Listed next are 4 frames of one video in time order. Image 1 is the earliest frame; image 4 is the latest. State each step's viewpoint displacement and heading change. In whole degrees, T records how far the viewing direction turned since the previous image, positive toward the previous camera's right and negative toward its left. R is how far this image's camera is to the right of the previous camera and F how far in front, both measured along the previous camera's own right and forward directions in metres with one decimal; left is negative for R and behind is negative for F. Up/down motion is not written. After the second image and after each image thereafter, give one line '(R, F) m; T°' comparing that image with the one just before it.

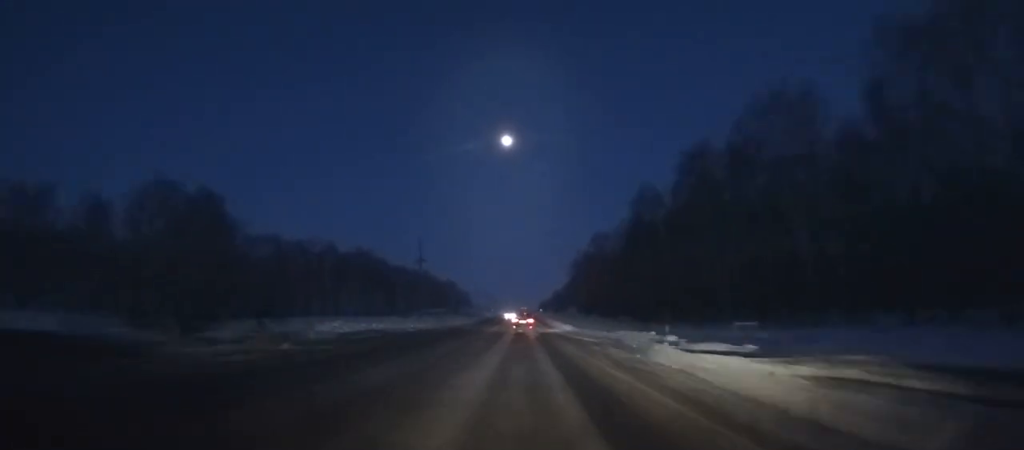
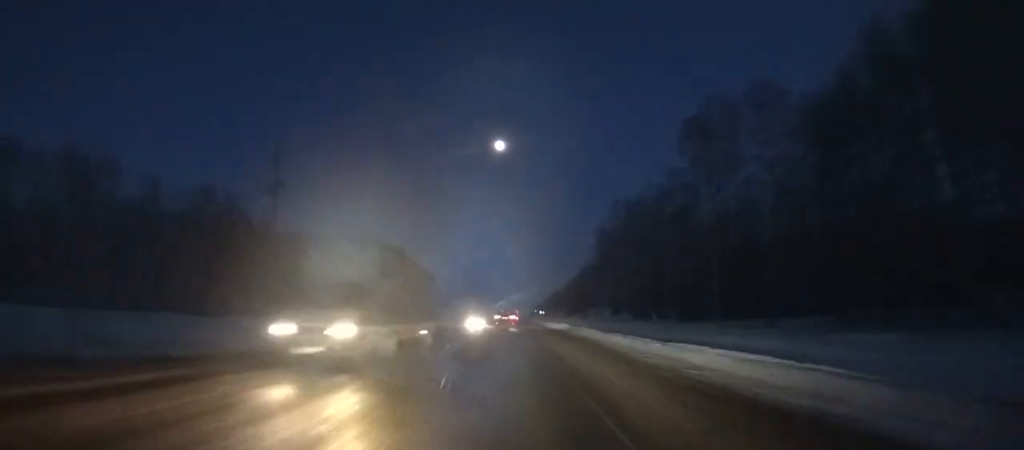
(+0.7, +91.0) m; +1°
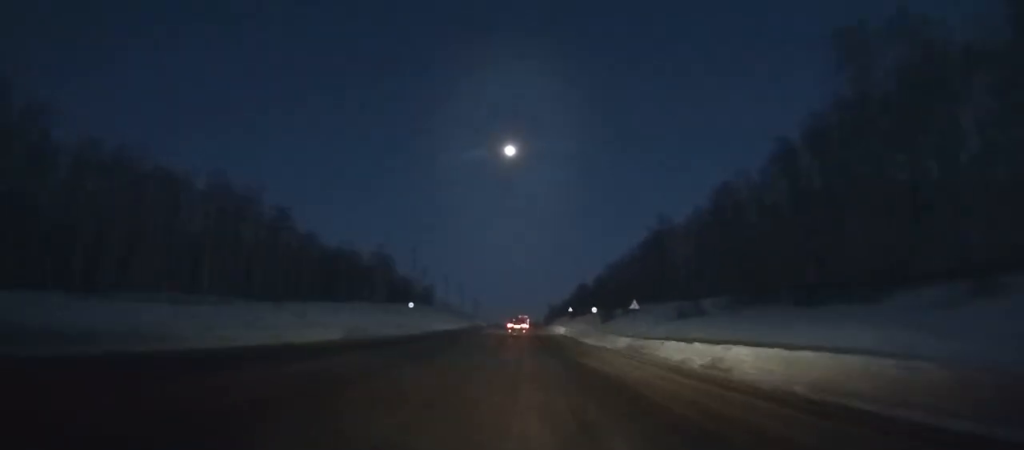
(-1.3, +121.9) m; -1°
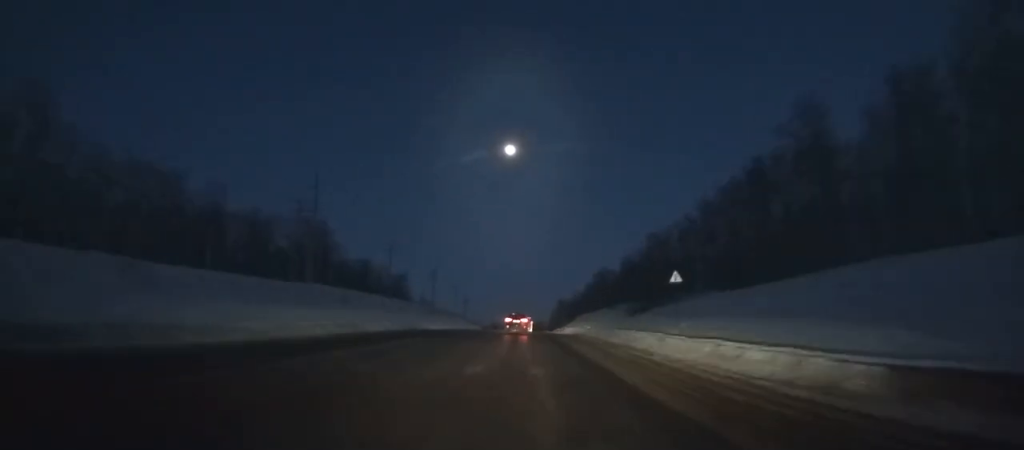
(-0.2, +70.0) m; 0°
